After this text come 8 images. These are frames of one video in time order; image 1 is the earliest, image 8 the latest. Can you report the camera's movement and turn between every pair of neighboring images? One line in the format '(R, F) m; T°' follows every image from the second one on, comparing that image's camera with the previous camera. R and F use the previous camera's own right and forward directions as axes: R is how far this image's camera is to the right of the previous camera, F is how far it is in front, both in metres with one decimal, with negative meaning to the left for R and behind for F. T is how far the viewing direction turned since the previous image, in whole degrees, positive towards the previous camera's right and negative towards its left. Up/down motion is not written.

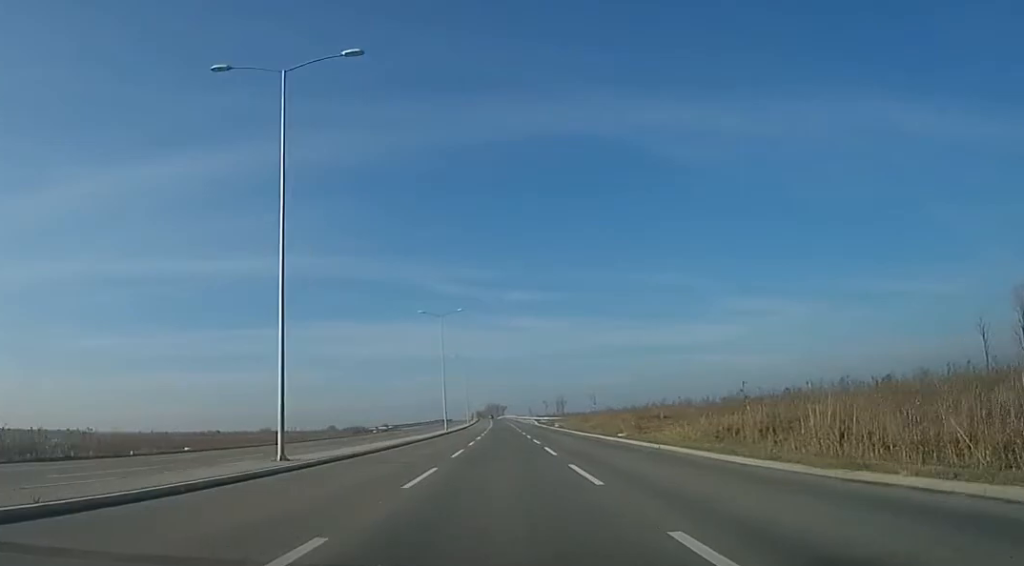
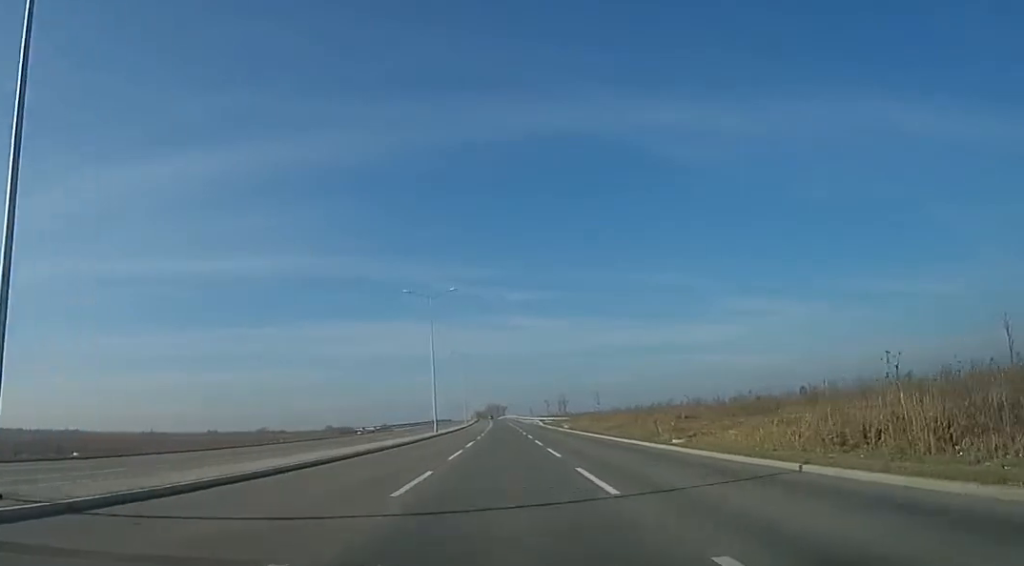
(+0.1, +11.3) m; 0°
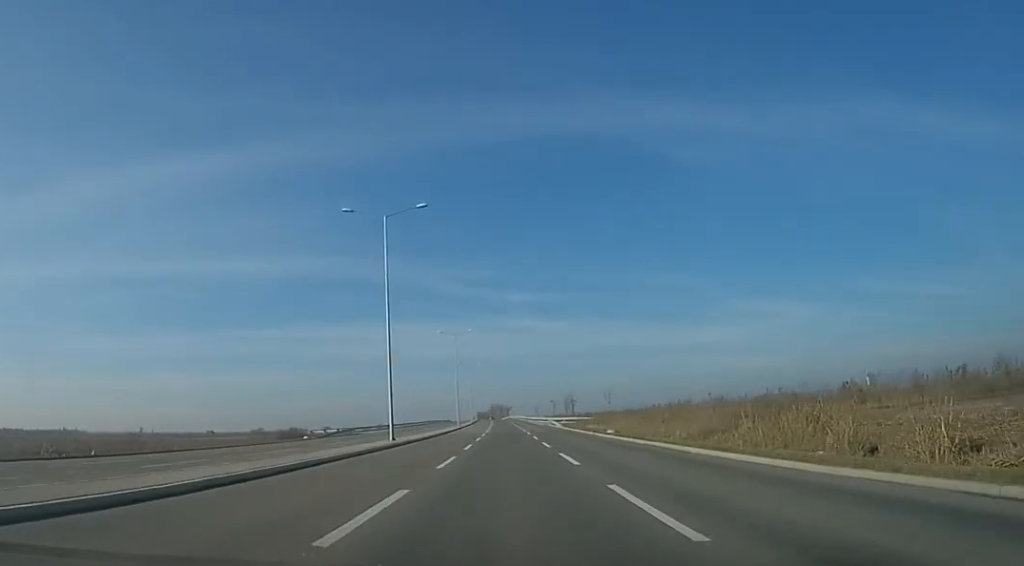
(0.0, +24.0) m; 0°
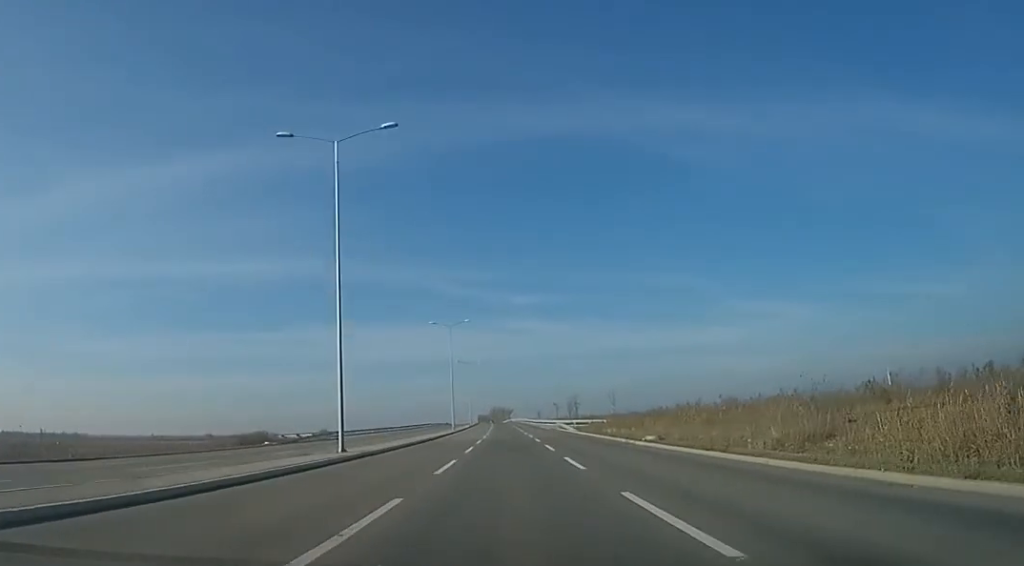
(0.0, +10.8) m; 0°
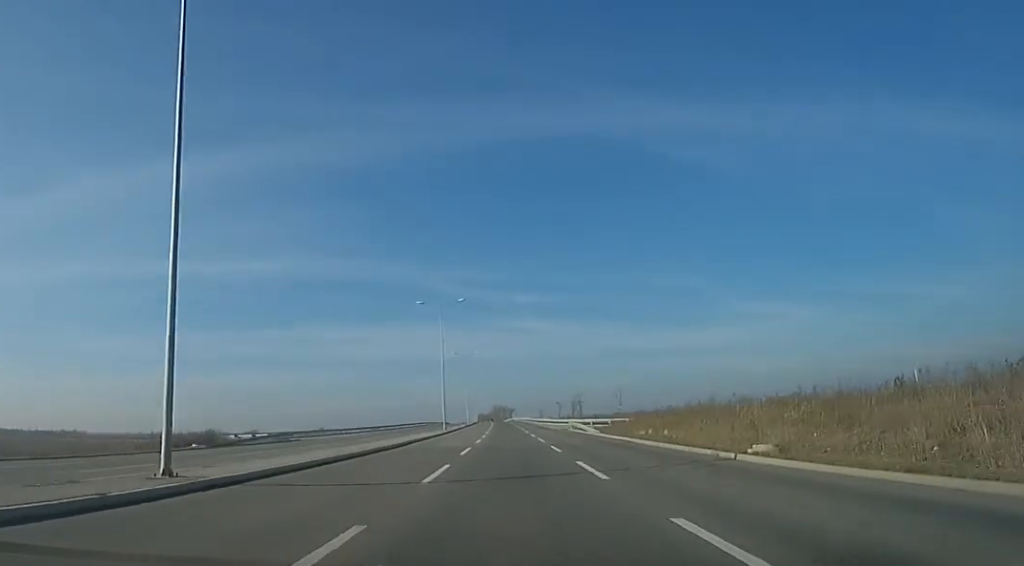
(+0.1, +12.8) m; 0°
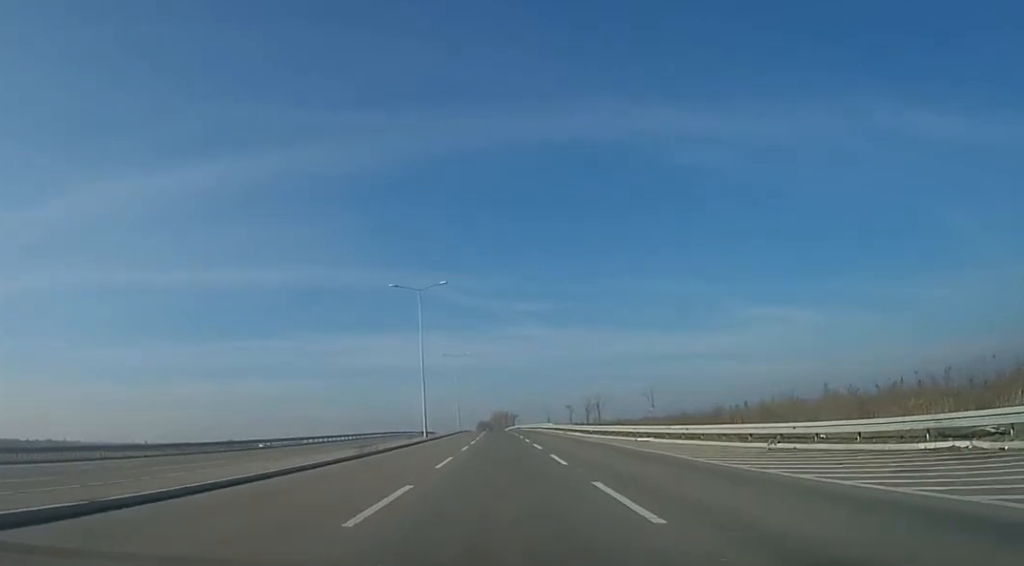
(-1.2, +65.0) m; -2°
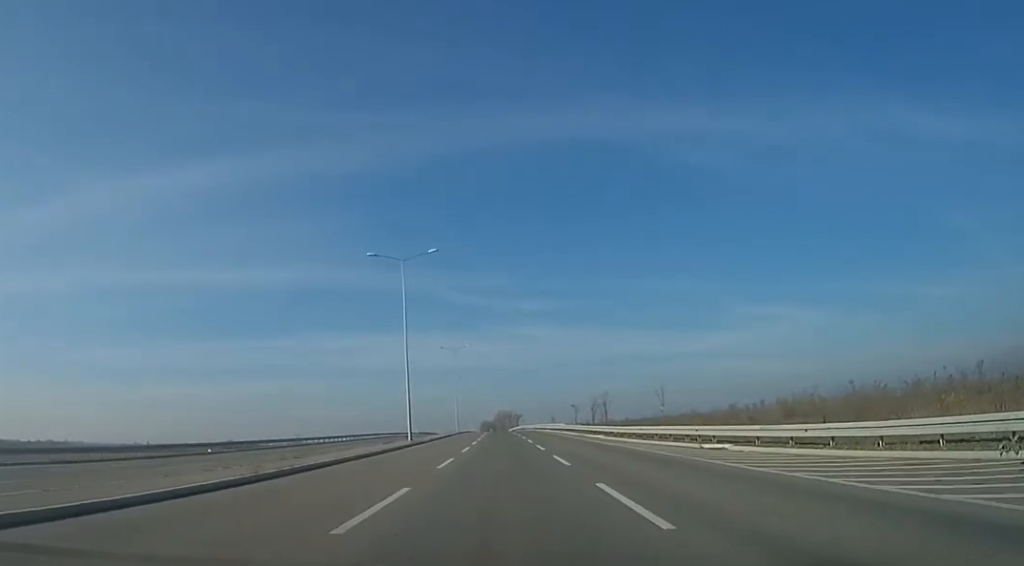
(0.0, +10.5) m; 0°
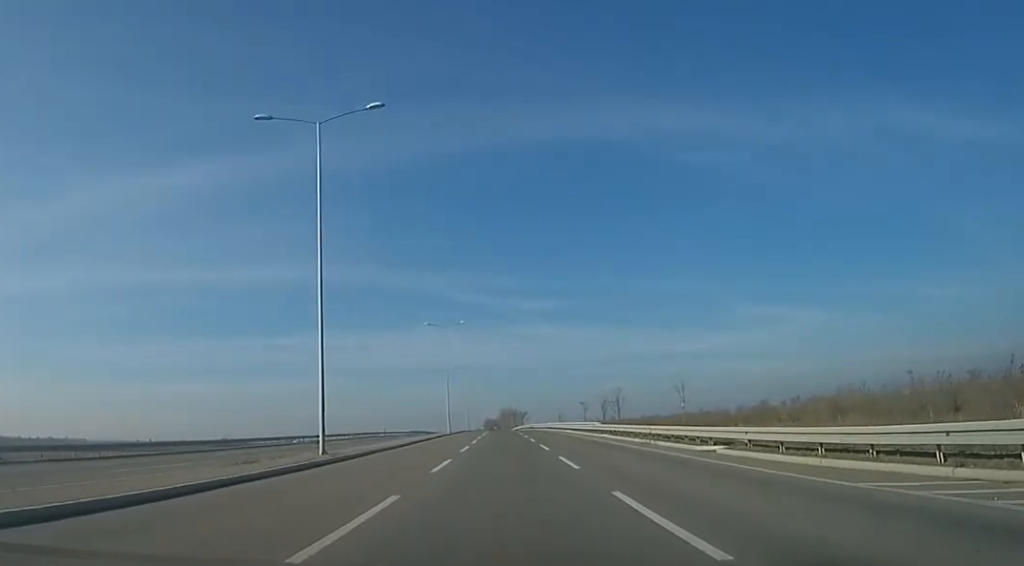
(0.0, +21.7) m; 0°
